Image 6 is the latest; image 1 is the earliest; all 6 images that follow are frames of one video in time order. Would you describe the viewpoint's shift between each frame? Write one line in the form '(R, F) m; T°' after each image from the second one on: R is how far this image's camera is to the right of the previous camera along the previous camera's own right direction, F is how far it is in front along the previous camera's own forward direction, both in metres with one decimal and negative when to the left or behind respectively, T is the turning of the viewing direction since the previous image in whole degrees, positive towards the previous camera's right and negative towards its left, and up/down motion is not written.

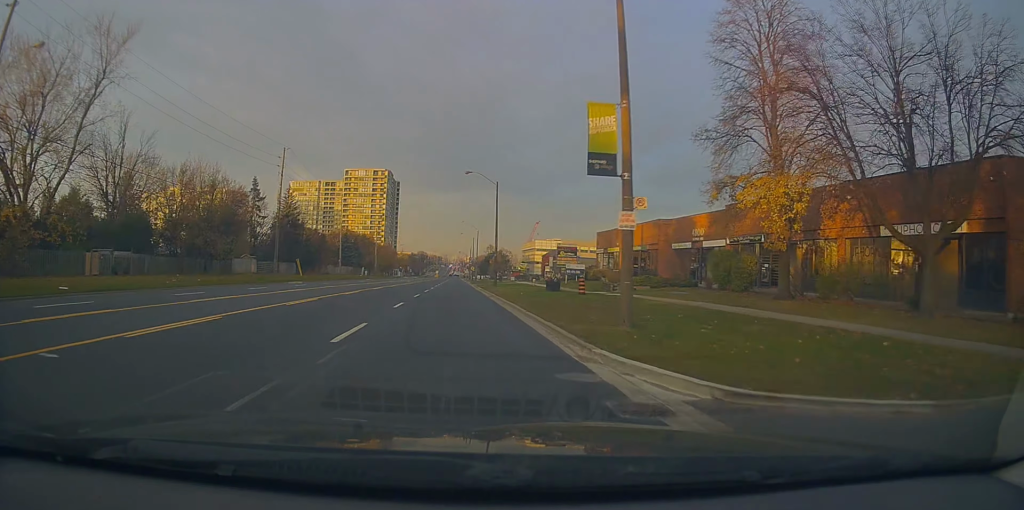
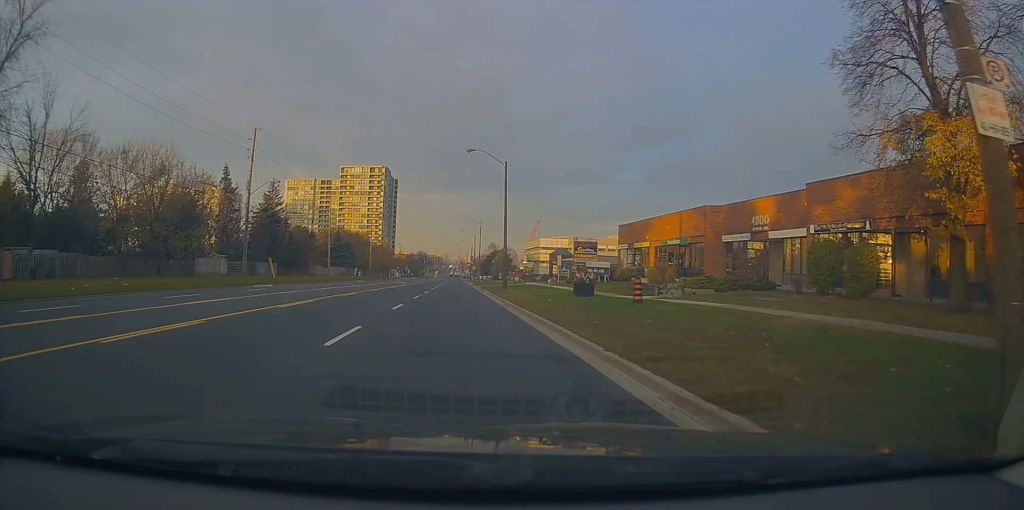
(+0.1, +10.6) m; 0°
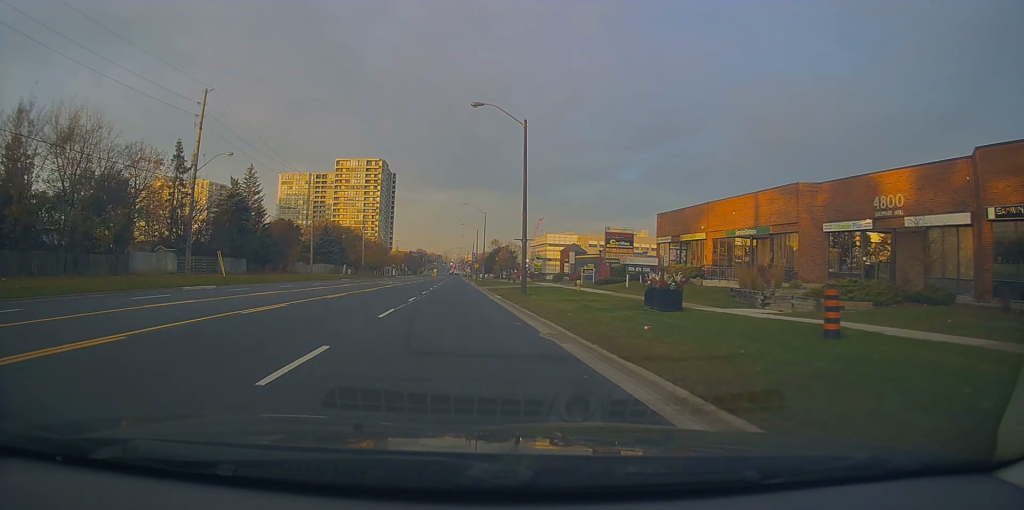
(0.0, +13.0) m; 0°
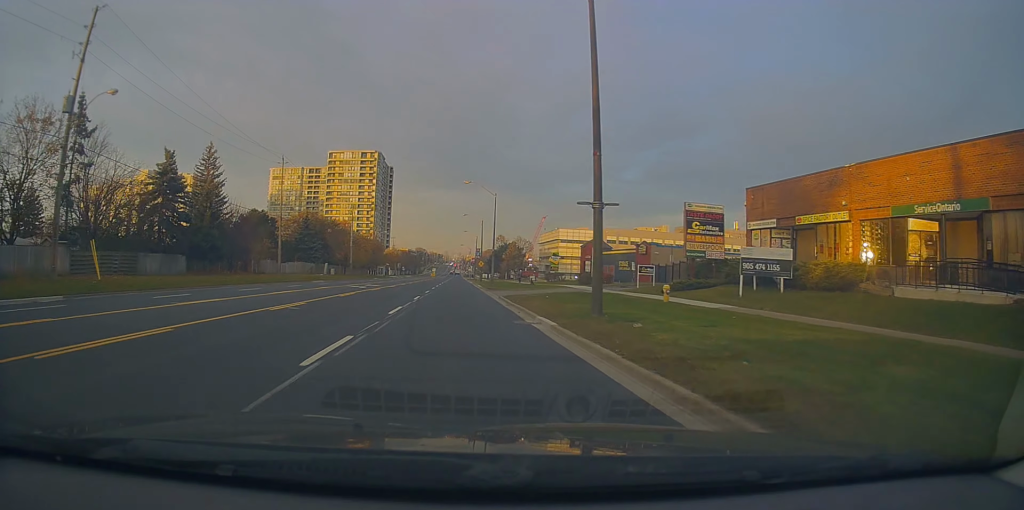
(0.0, +17.6) m; 0°
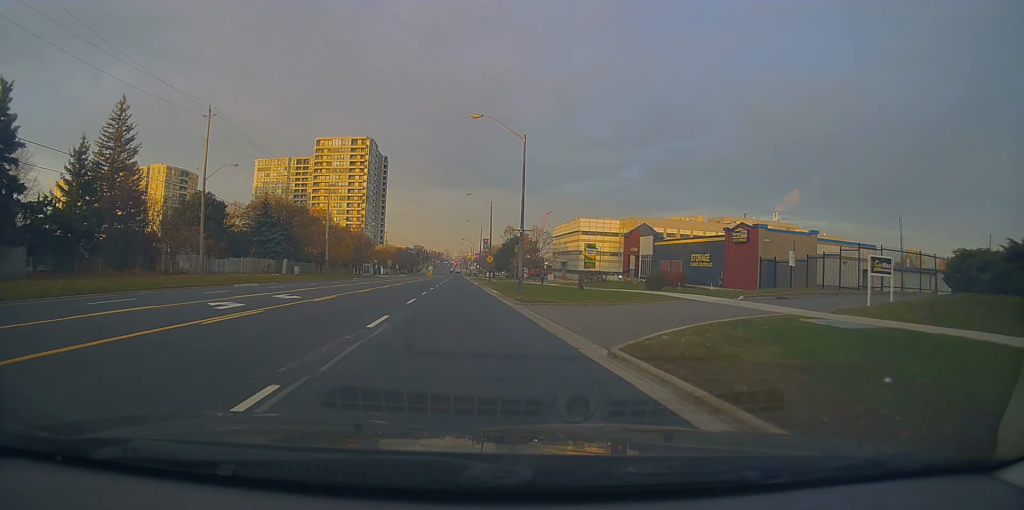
(0.0, +25.7) m; 0°
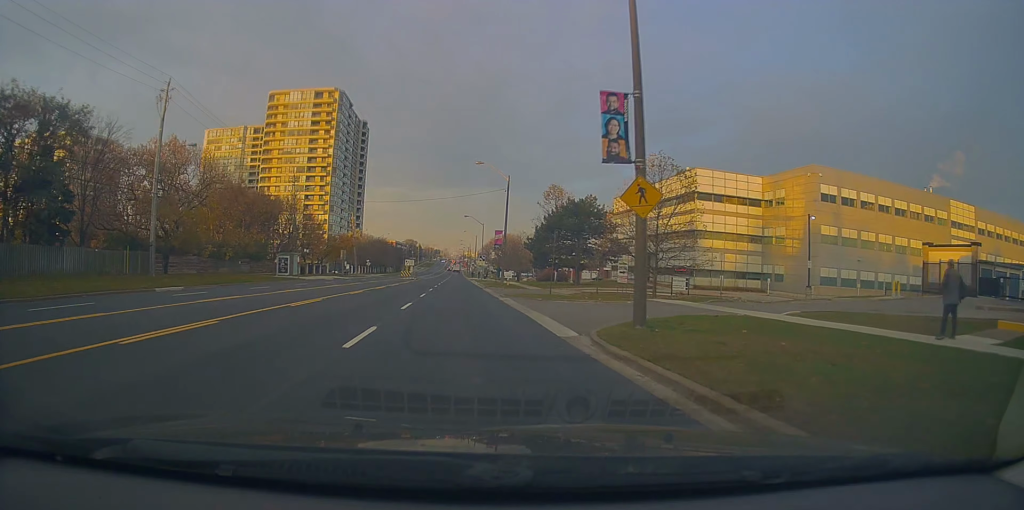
(+1.0, +57.7) m; 0°
